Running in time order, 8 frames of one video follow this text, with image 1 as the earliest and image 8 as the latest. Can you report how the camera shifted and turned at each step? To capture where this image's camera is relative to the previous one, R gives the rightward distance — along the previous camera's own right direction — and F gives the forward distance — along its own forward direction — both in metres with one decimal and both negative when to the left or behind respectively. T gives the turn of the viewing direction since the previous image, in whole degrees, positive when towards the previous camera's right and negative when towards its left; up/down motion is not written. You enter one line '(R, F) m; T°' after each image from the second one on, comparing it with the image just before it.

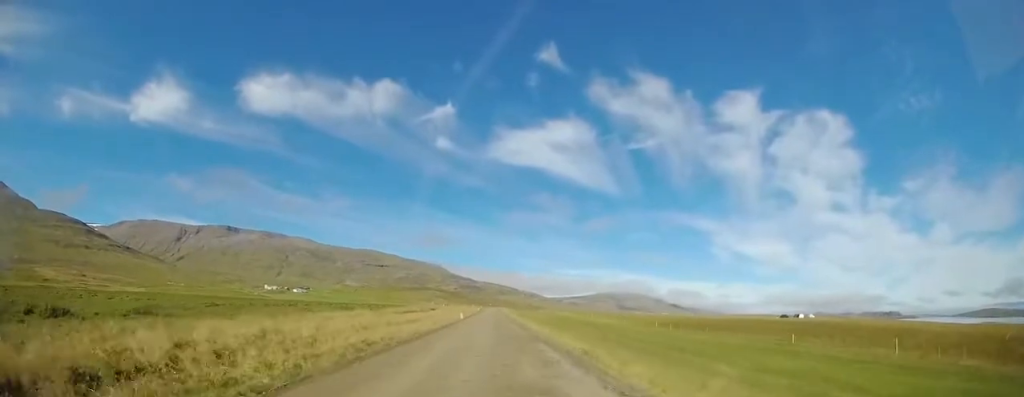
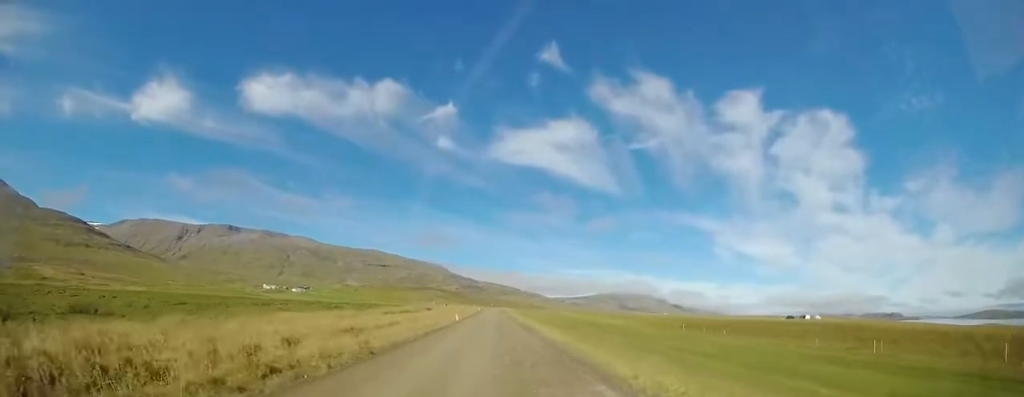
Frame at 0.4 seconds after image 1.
(-0.1, +7.3) m; 0°
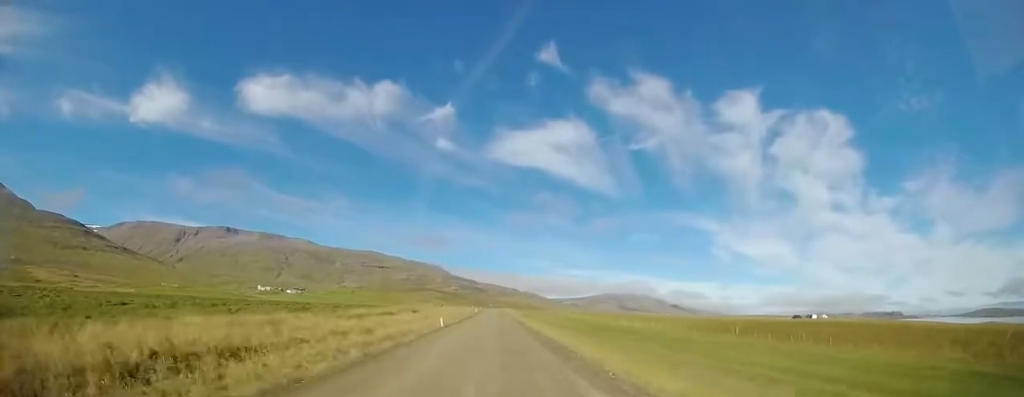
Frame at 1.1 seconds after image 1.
(0.0, +10.7) m; 0°
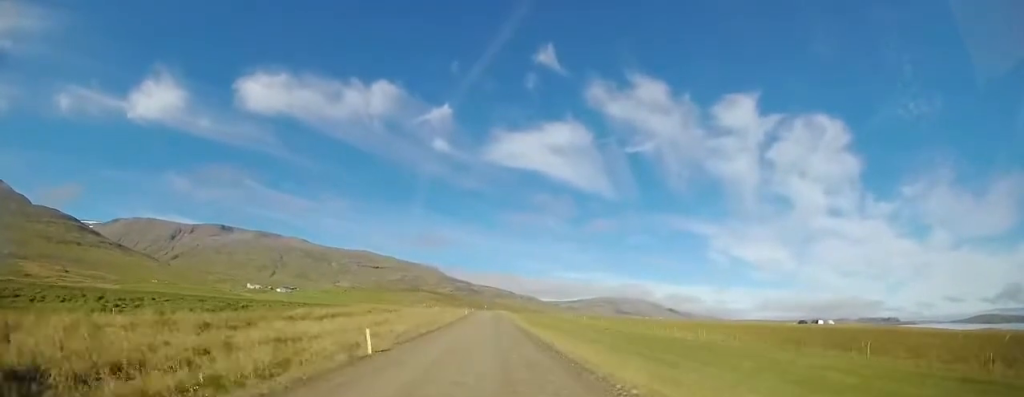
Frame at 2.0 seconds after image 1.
(0.0, +15.3) m; +1°
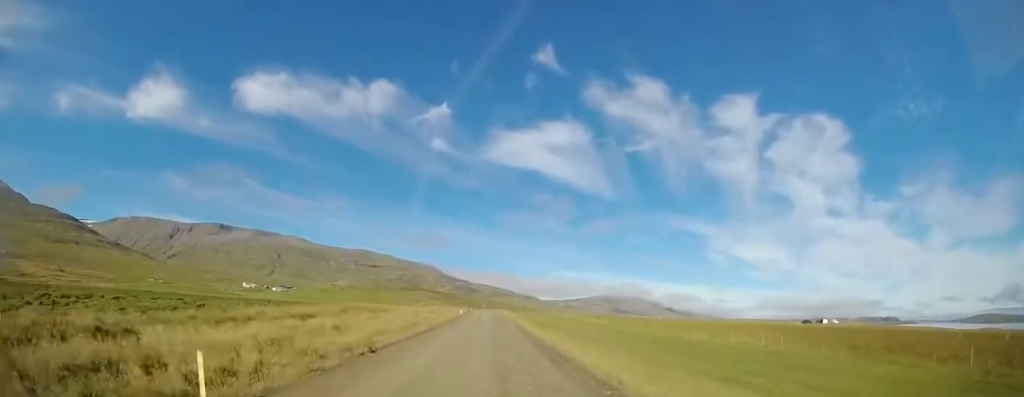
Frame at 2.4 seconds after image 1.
(+0.1, +7.9) m; 0°
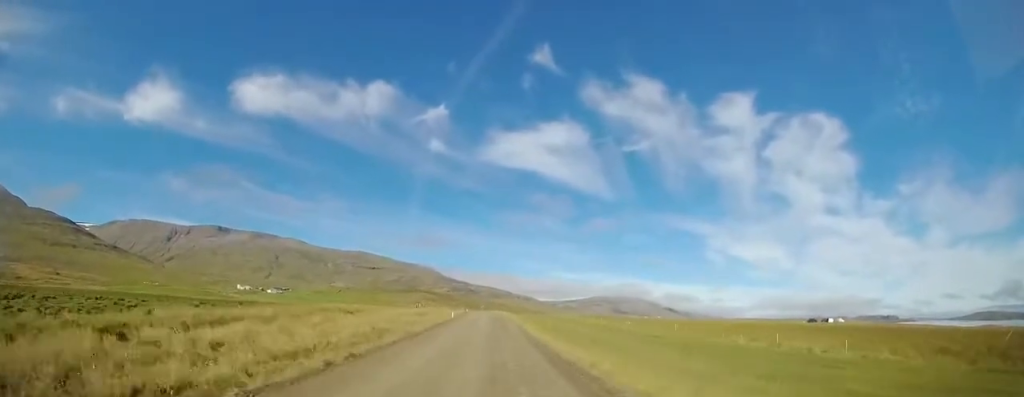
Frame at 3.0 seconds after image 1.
(0.0, +9.1) m; 0°
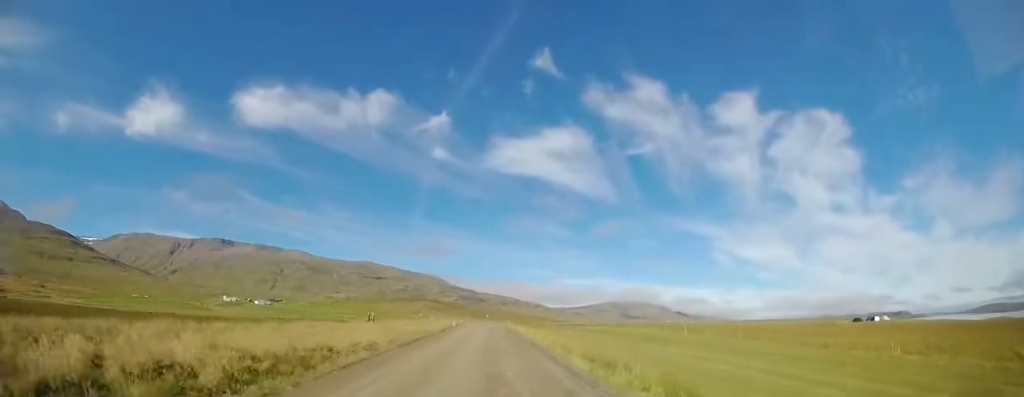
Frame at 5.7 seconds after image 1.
(+1.1, +46.0) m; 0°
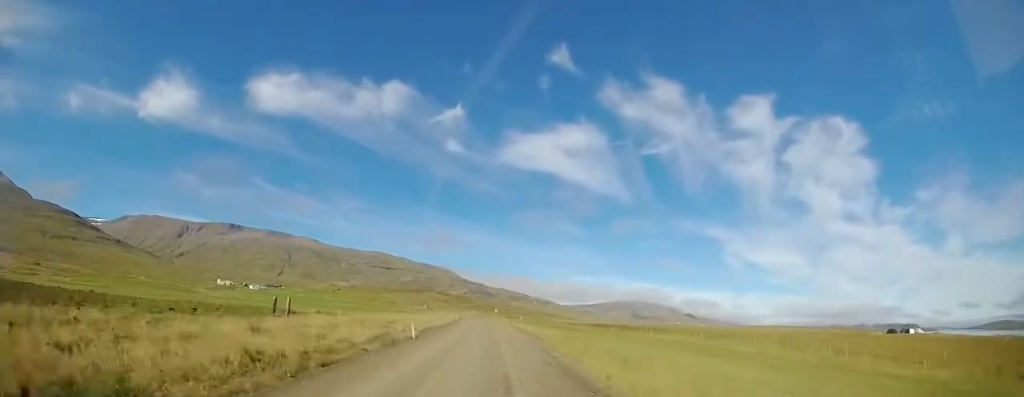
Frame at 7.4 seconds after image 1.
(-1.4, +30.1) m; -4°
